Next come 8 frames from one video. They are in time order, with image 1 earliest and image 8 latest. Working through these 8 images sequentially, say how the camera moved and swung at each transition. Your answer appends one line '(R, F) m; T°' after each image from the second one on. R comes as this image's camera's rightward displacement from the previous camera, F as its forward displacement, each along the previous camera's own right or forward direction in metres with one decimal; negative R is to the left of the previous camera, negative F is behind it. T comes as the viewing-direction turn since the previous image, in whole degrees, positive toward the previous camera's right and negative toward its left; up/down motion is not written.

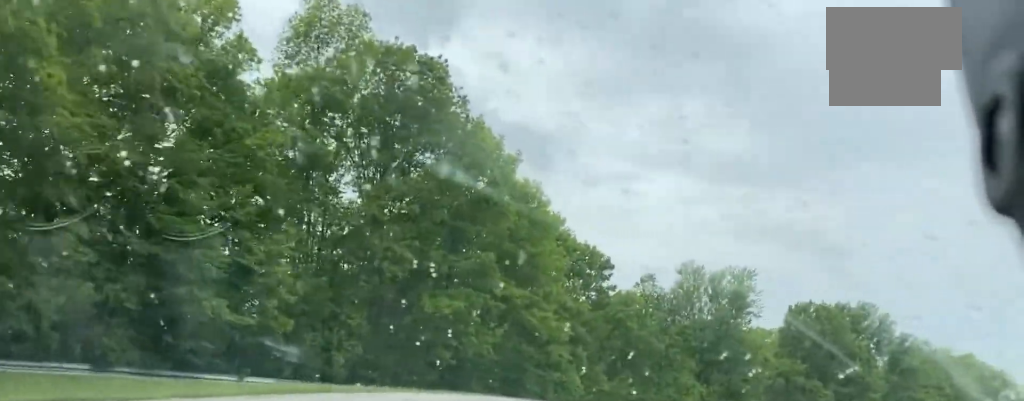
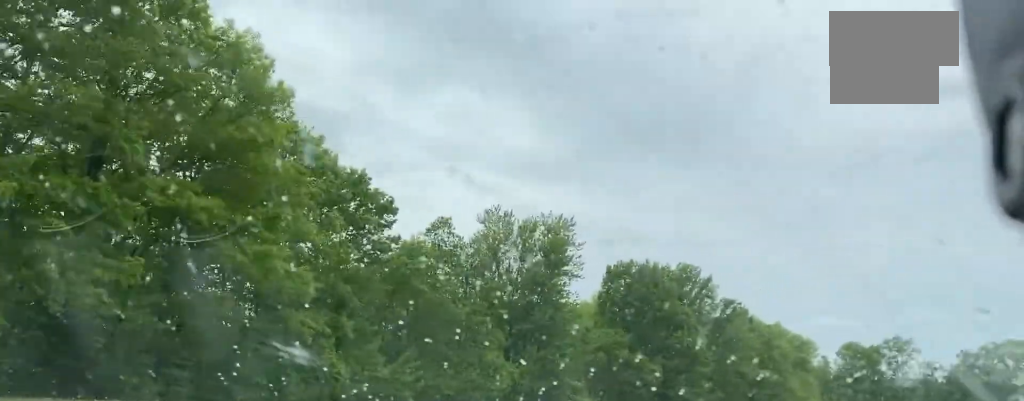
(+4.3, +29.2) m; +13°
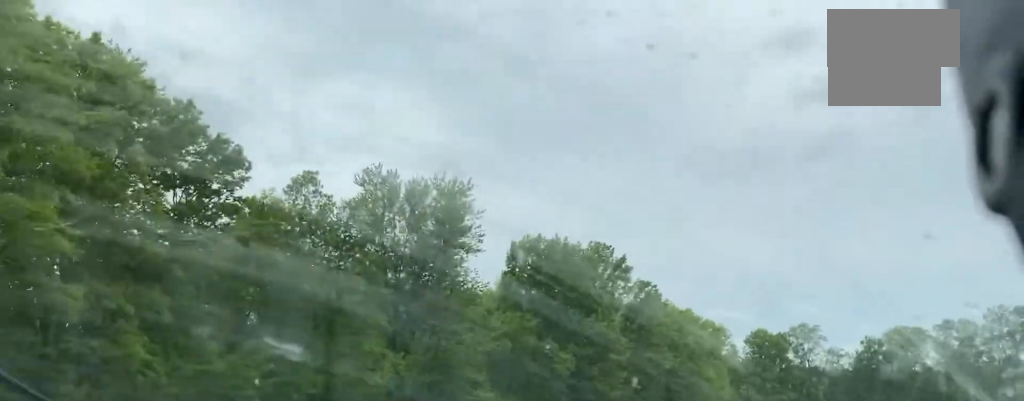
(+0.8, +14.7) m; +6°
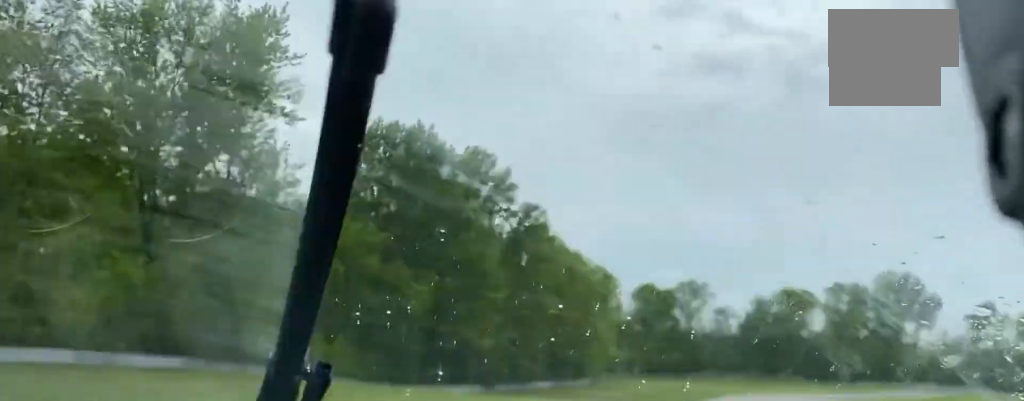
(+1.9, +23.7) m; +8°
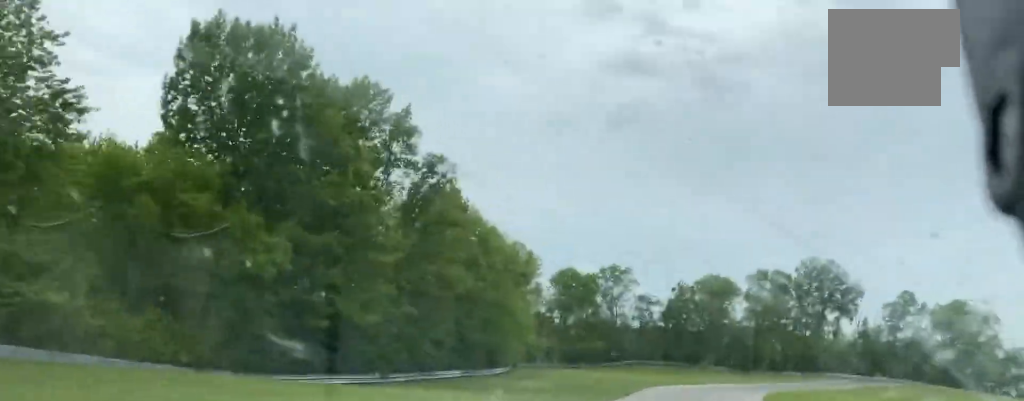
(+0.6, +16.5) m; +5°
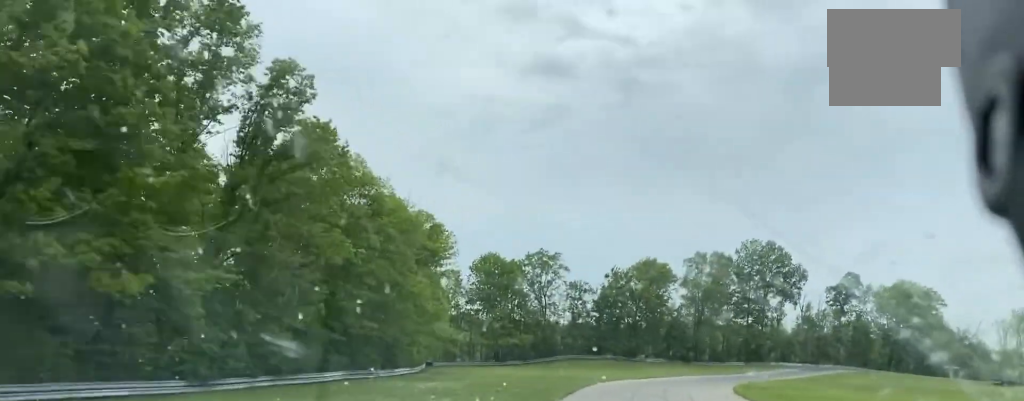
(+1.2, +21.7) m; +4°
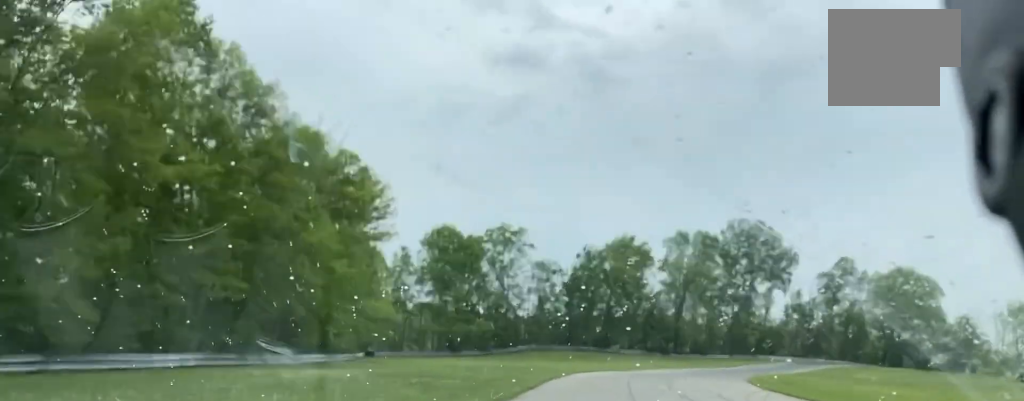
(+0.6, +20.7) m; +4°
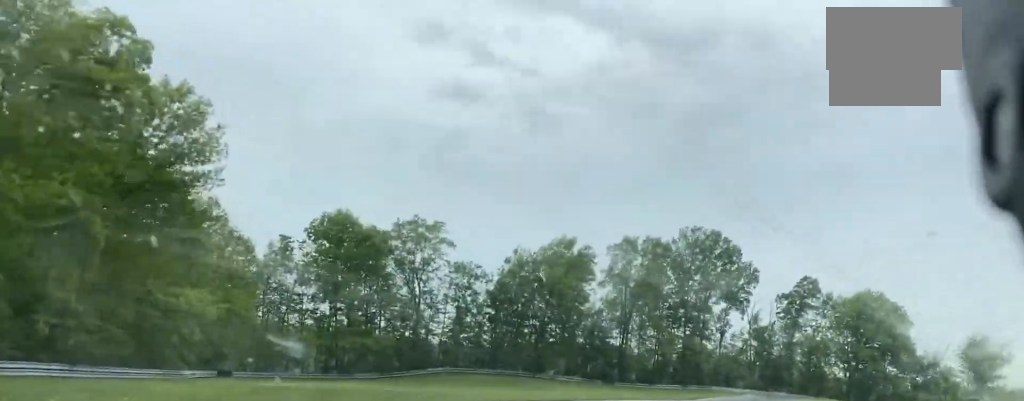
(+1.0, +30.3) m; +6°
